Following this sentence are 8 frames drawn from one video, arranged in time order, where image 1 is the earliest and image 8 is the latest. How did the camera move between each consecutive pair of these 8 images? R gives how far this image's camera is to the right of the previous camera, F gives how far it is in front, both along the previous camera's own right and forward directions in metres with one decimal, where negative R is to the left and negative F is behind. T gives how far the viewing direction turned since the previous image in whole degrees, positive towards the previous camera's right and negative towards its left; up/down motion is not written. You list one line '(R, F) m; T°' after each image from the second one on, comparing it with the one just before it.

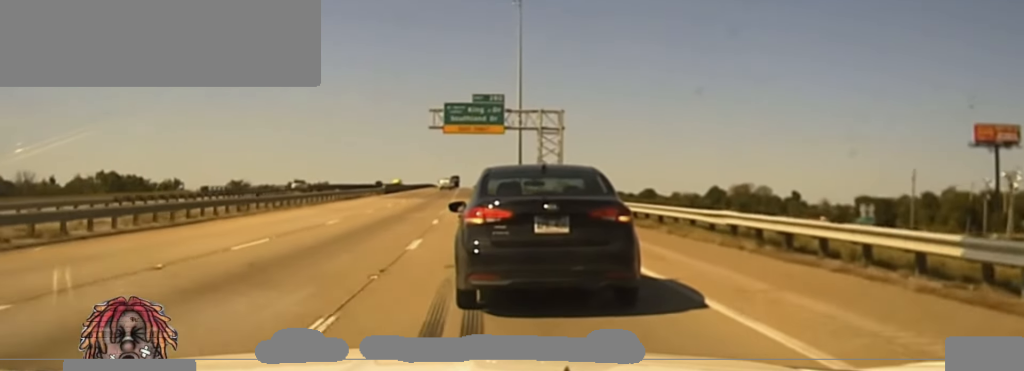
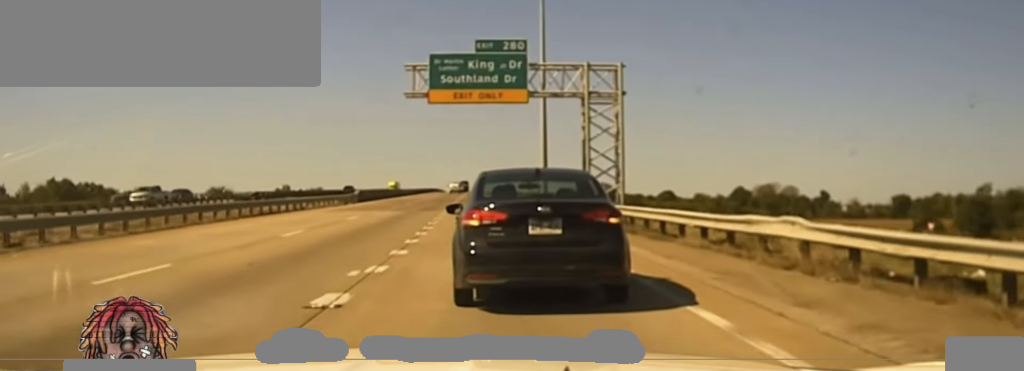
(0.0, +31.9) m; 0°
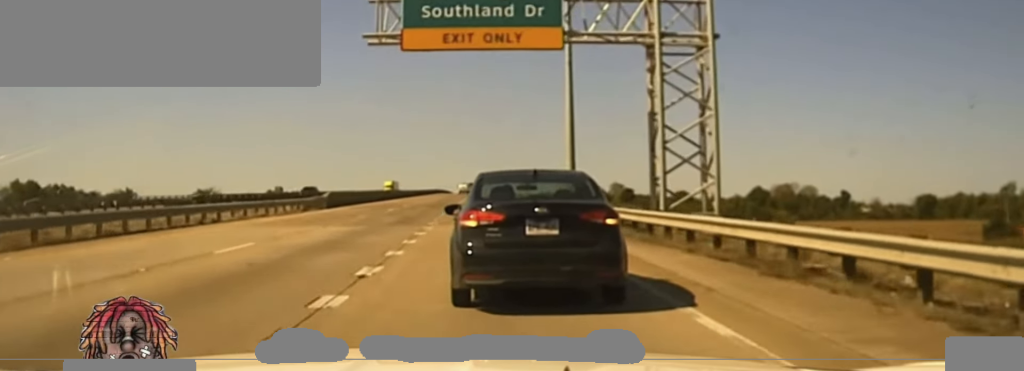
(0.0, +18.5) m; -1°
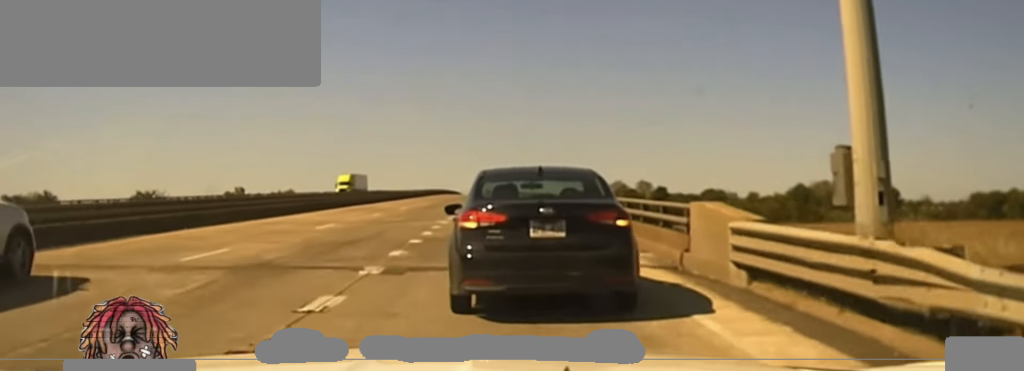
(-0.3, +45.1) m; 0°
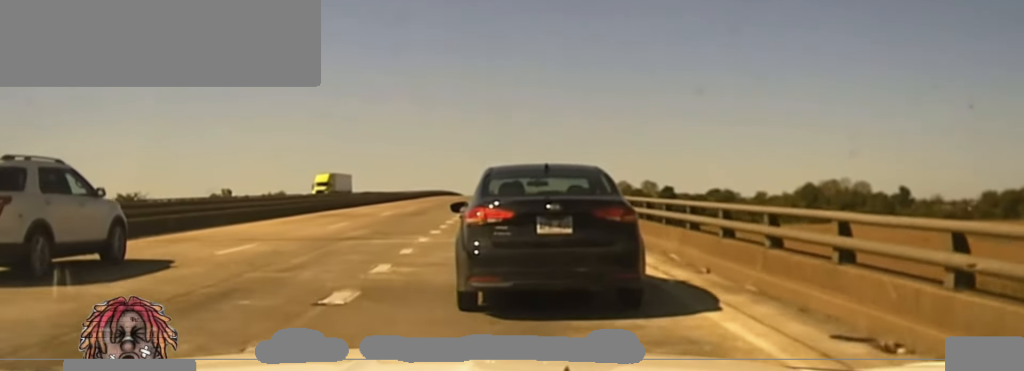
(-0.1, +9.5) m; 0°
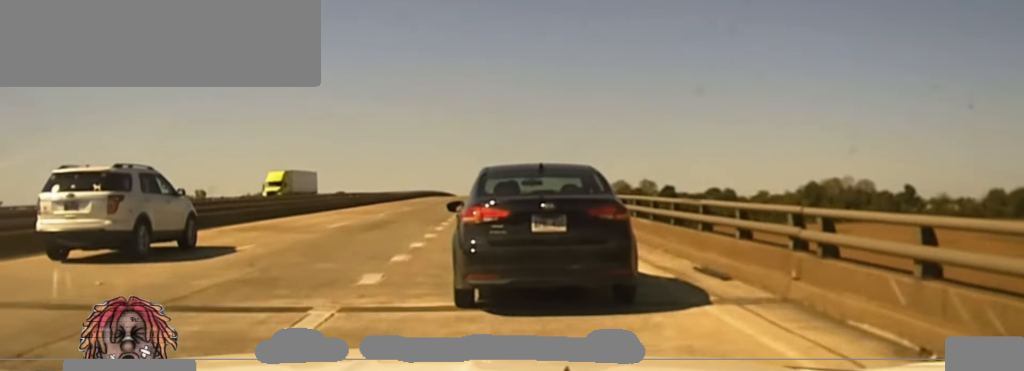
(-0.1, +10.7) m; 0°
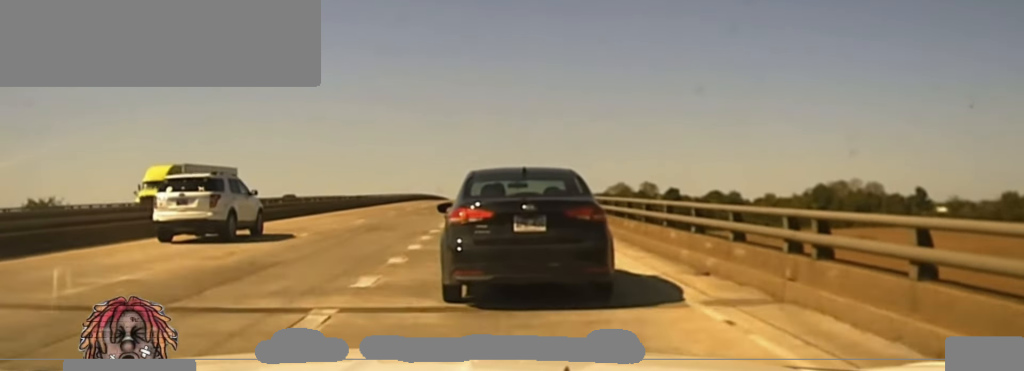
(+0.1, +16.4) m; +1°
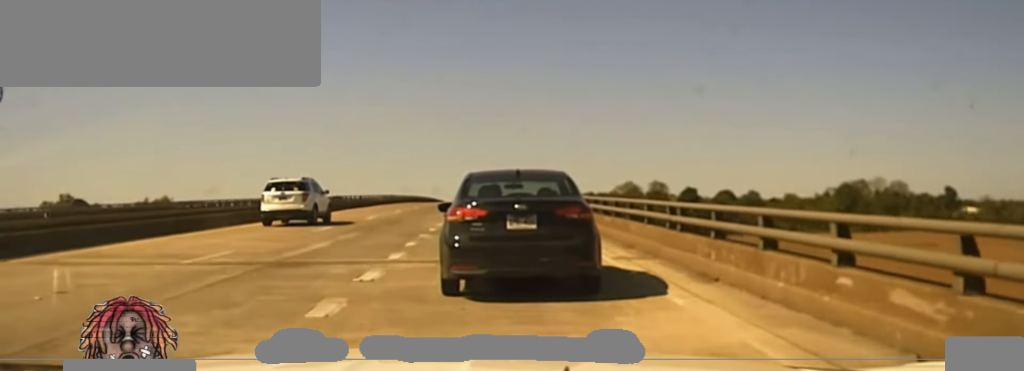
(+0.1, +32.5) m; 0°
